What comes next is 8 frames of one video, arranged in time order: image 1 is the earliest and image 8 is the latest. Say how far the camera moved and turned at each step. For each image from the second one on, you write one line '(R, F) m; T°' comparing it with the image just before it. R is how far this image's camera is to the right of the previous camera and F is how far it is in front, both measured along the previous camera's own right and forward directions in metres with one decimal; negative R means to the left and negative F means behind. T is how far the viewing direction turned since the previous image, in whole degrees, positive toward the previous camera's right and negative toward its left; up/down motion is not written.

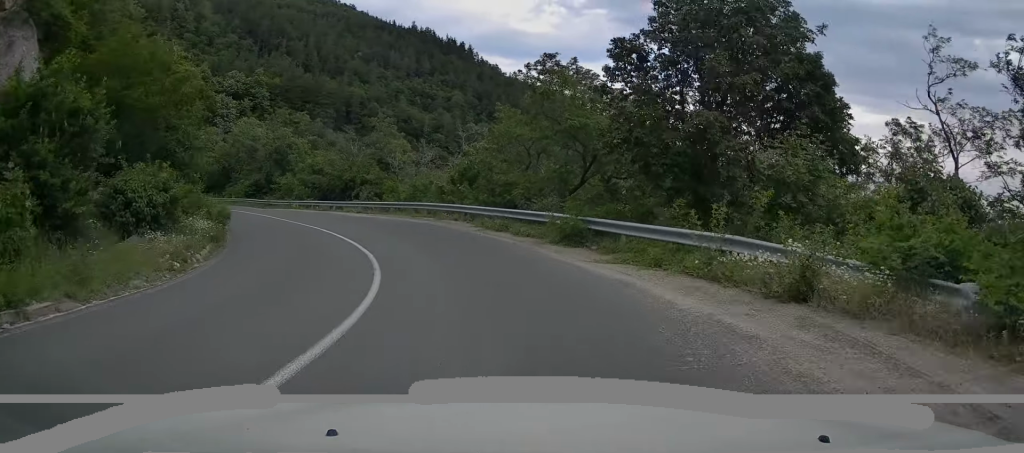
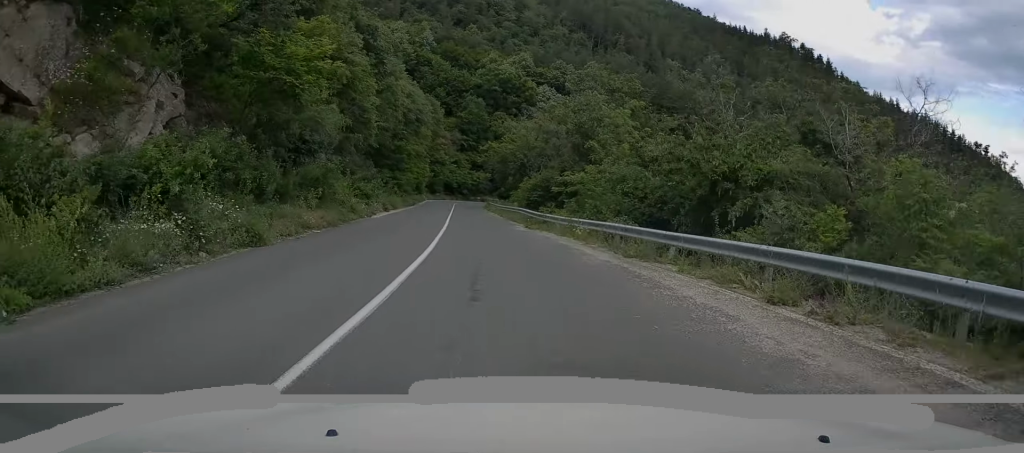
(-5.9, +25.6) m; -25°
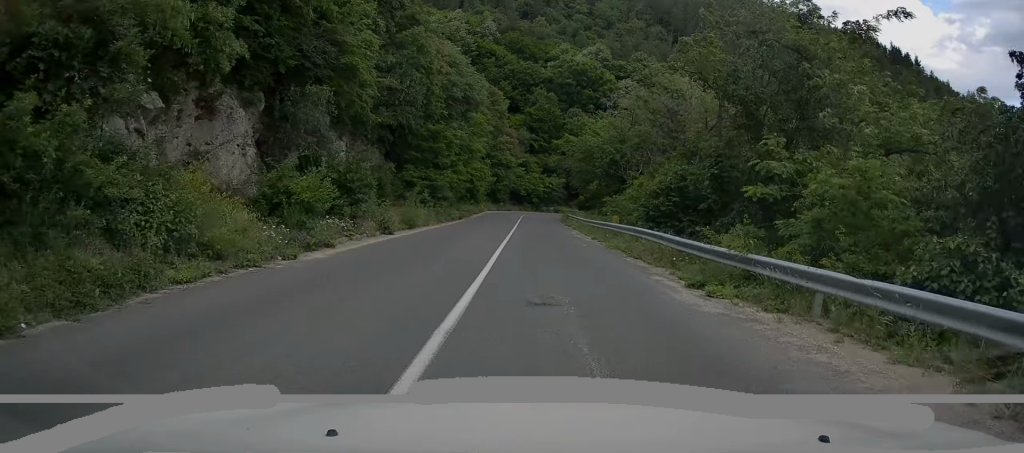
(-1.9, +17.0) m; -8°
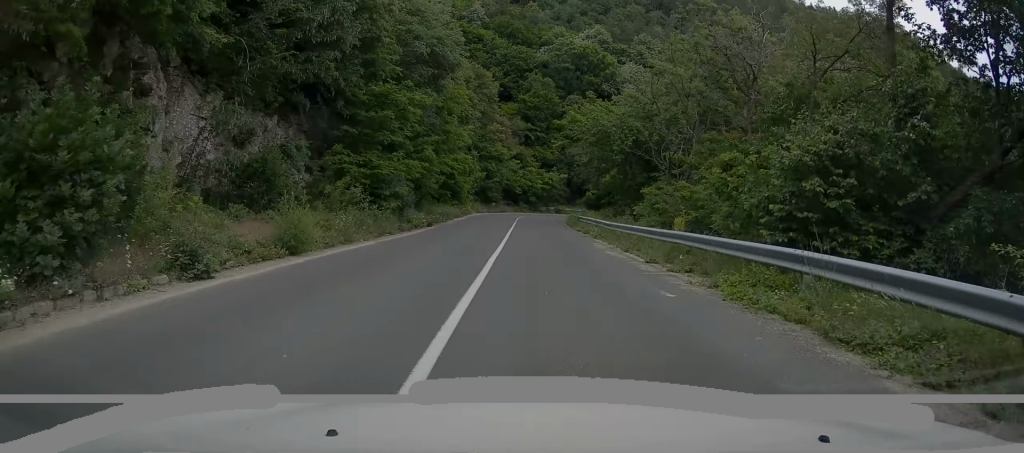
(-0.3, +11.9) m; 0°
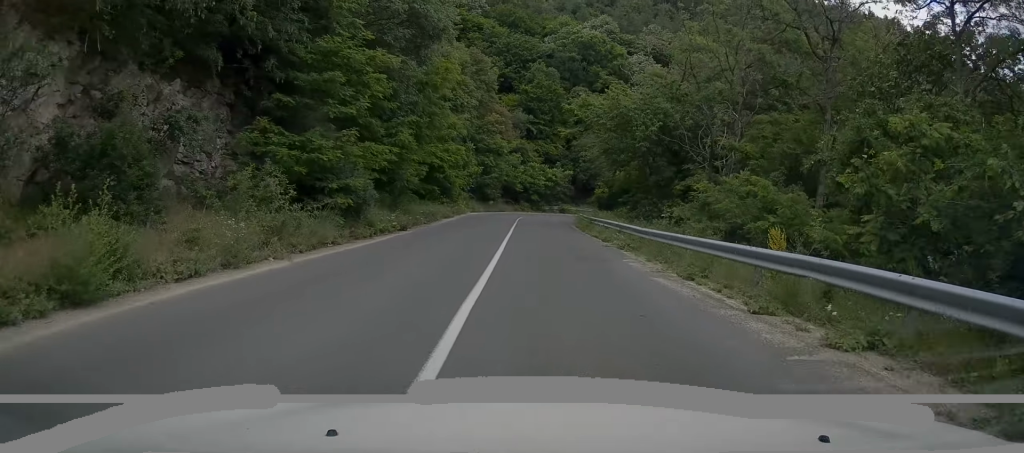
(-0.1, +6.3) m; +1°
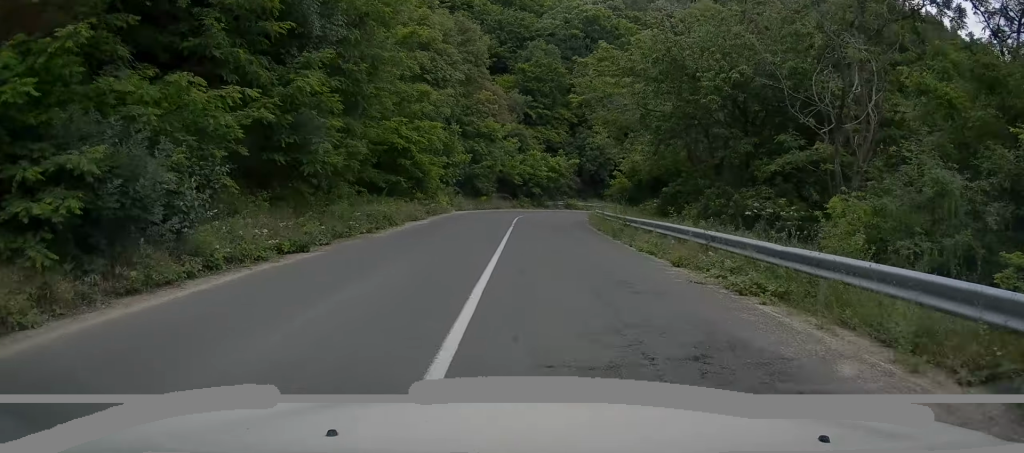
(+0.3, +10.1) m; 0°
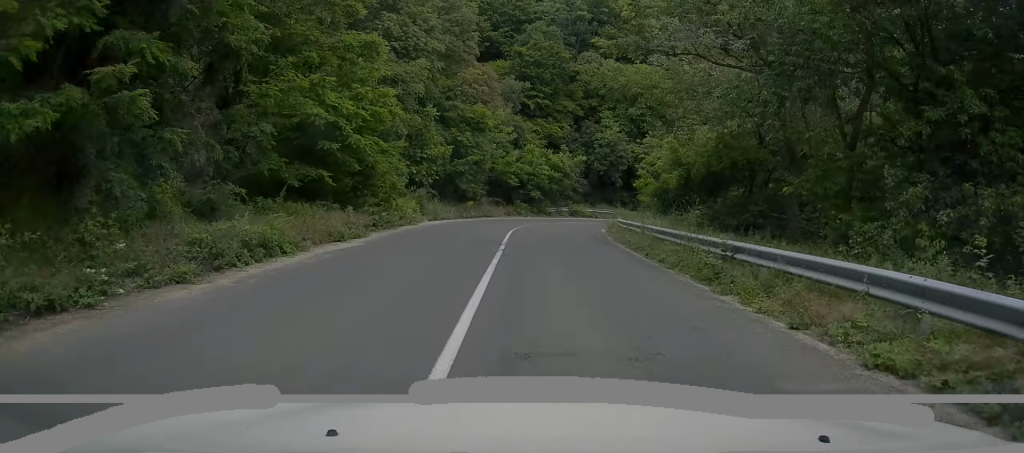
(-0.1, +10.1) m; 0°
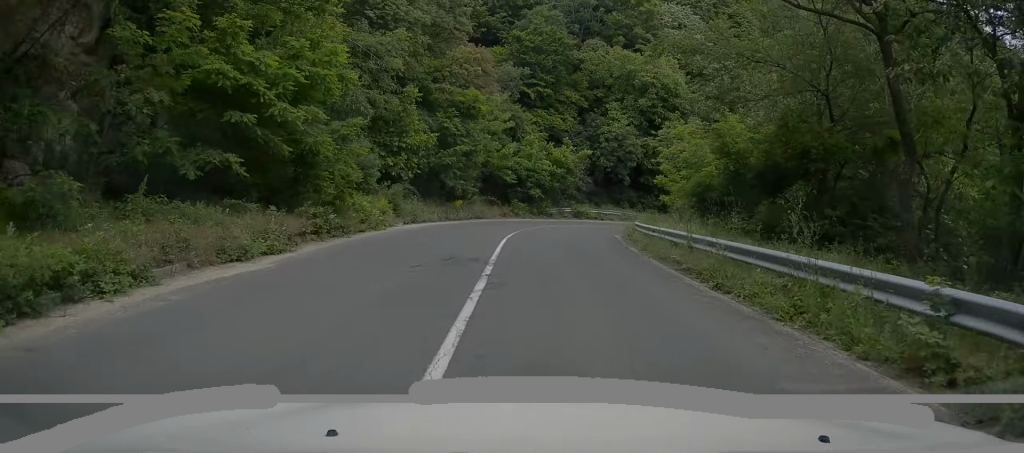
(-0.1, +5.5) m; 0°
